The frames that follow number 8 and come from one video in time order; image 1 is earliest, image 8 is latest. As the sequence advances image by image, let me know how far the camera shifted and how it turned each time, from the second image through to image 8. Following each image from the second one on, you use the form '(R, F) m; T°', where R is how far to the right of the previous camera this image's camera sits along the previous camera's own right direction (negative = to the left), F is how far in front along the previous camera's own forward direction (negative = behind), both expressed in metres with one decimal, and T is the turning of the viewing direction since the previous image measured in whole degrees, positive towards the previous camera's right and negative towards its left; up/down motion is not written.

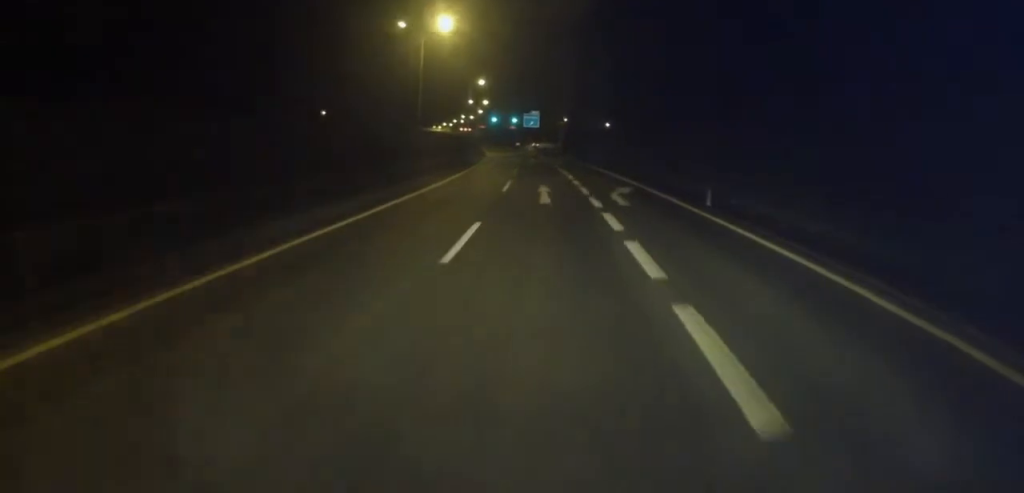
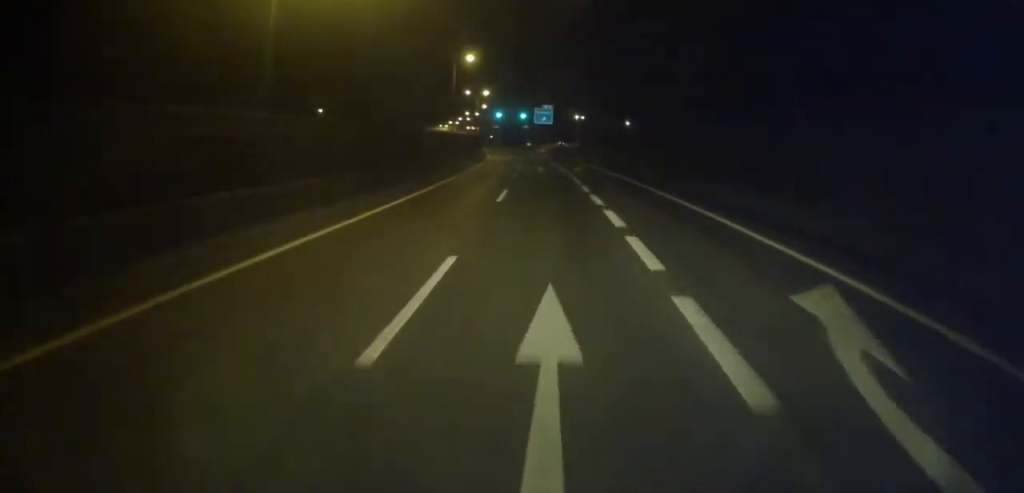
(-0.1, +23.7) m; -1°
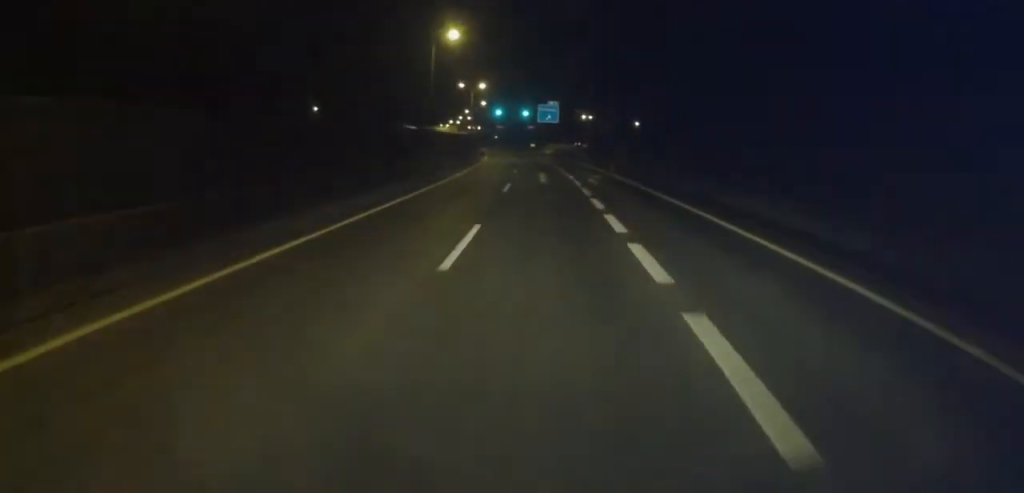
(-0.1, +13.1) m; -1°
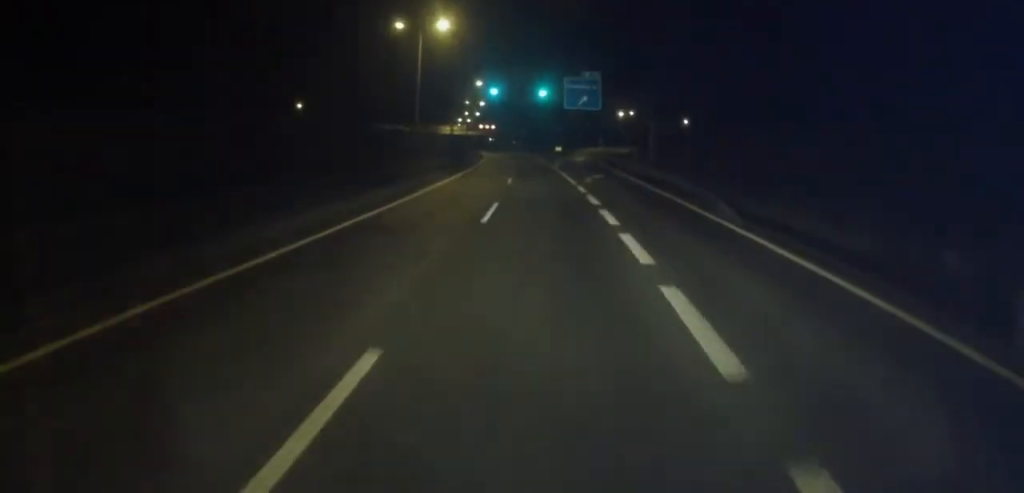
(-1.6, +47.0) m; -3°
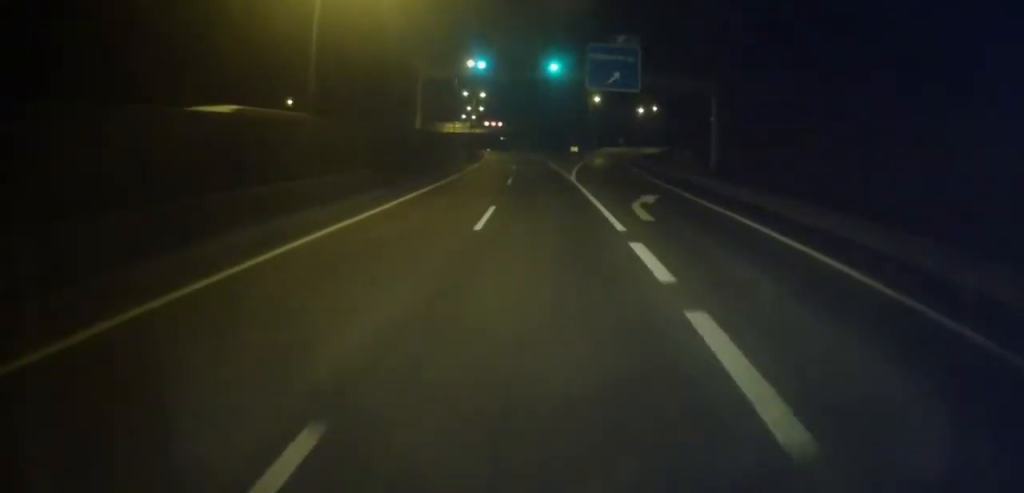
(-0.1, +20.2) m; -1°
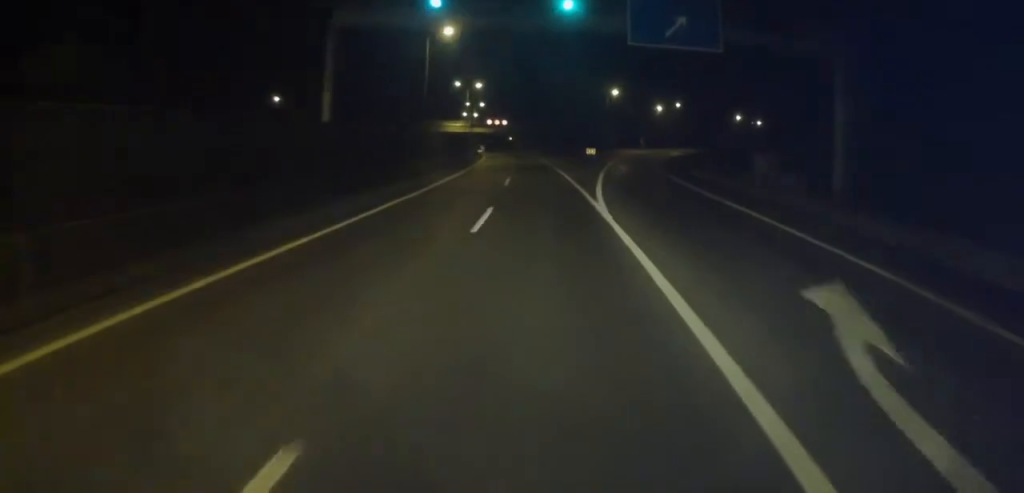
(+0.2, +18.6) m; -1°
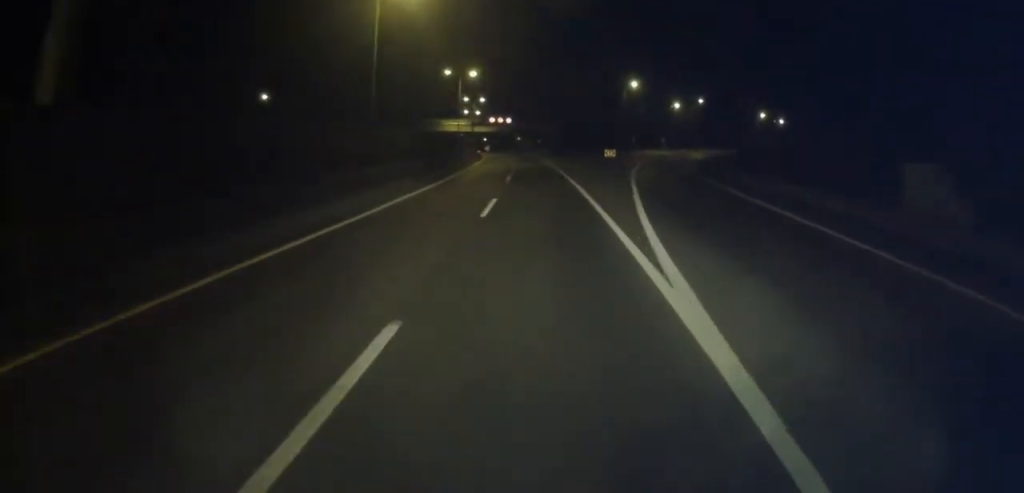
(-0.4, +14.8) m; -1°
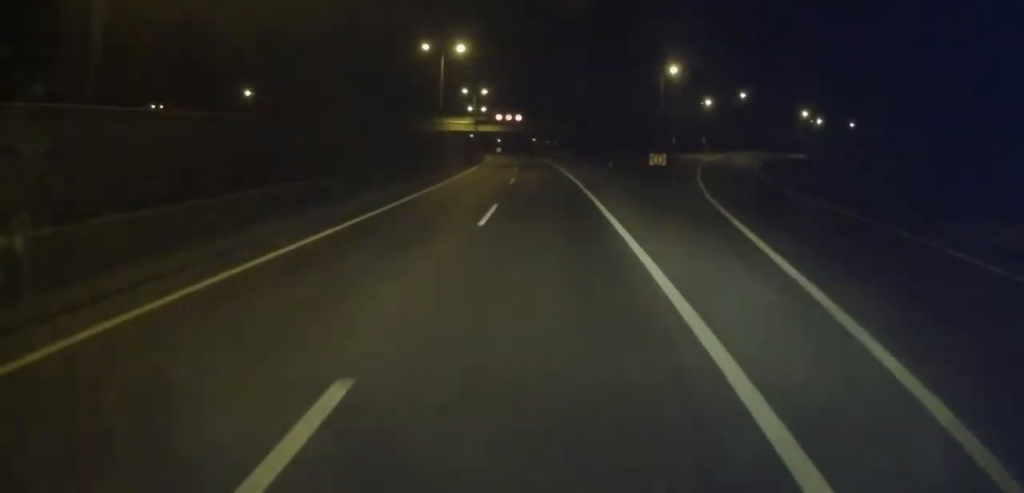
(-0.3, +20.5) m; -1°
